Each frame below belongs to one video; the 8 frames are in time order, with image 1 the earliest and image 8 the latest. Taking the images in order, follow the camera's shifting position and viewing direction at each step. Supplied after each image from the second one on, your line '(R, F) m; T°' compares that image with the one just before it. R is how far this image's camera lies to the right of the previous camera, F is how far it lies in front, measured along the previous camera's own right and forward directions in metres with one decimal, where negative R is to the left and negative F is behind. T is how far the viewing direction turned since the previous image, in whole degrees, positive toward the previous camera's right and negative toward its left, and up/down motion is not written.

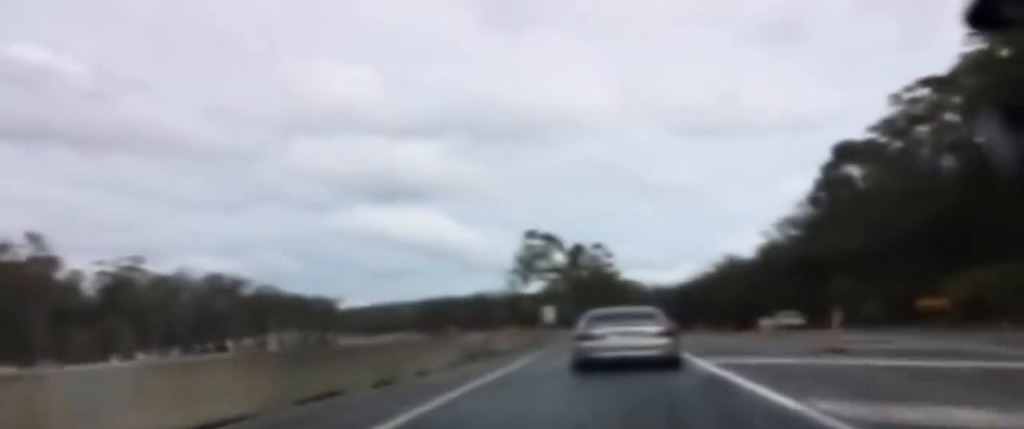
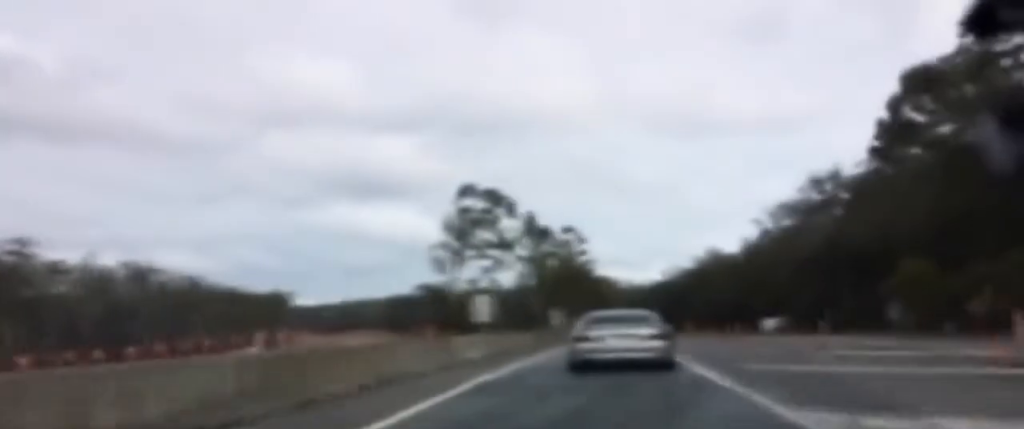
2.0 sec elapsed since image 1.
(+1.3, +30.8) m; +6°
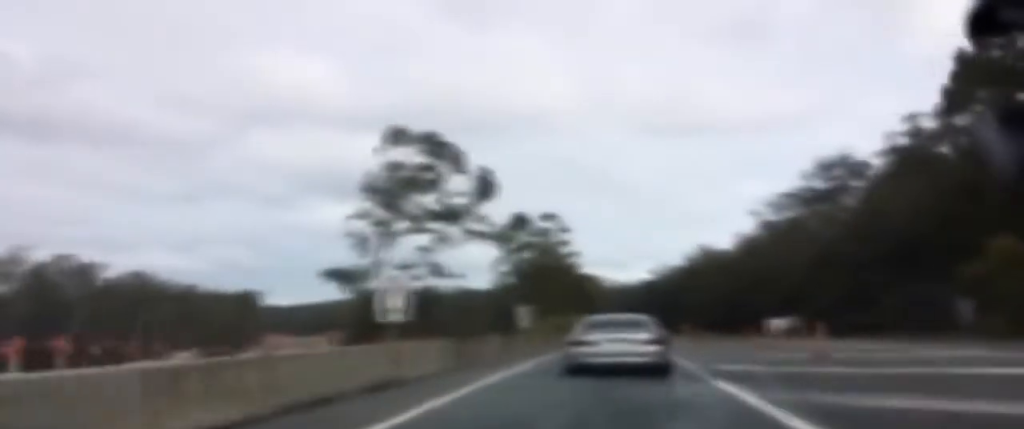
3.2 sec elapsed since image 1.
(+0.9, +18.1) m; 0°
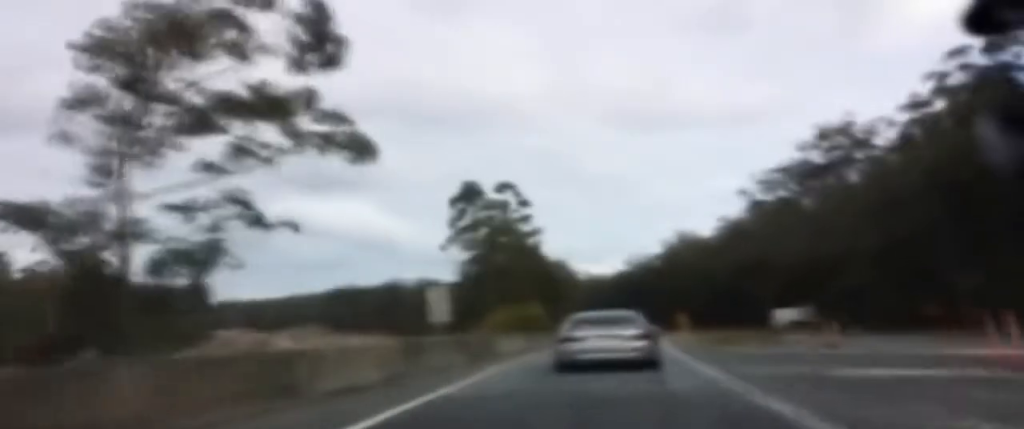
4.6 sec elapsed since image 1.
(-1.1, +22.4) m; -1°
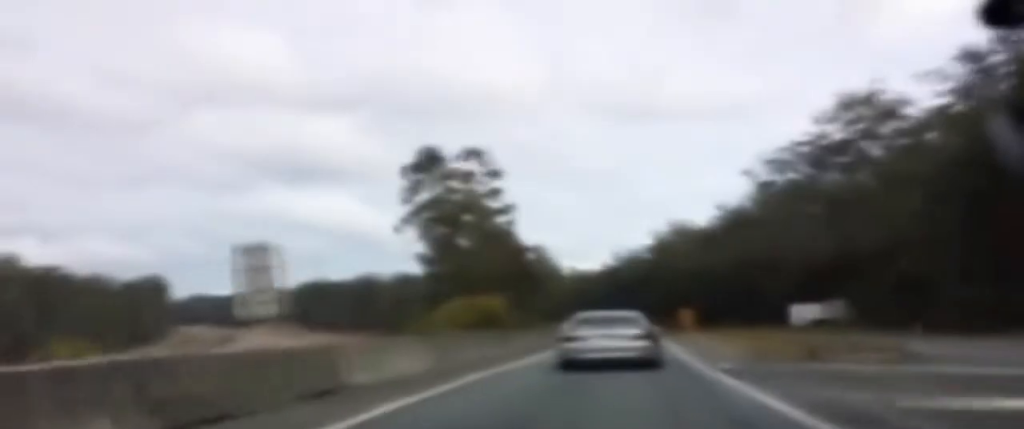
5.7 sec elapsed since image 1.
(+0.3, +15.8) m; +2°
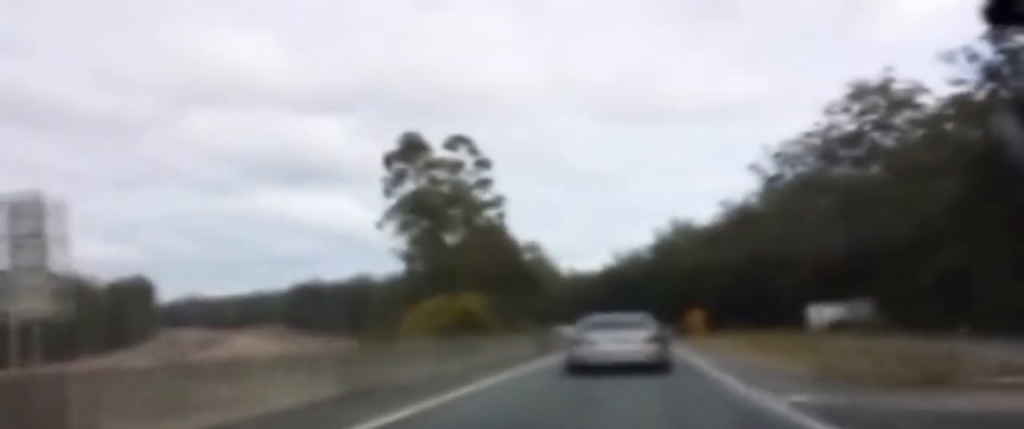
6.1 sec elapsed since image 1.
(-0.2, +6.7) m; +1°
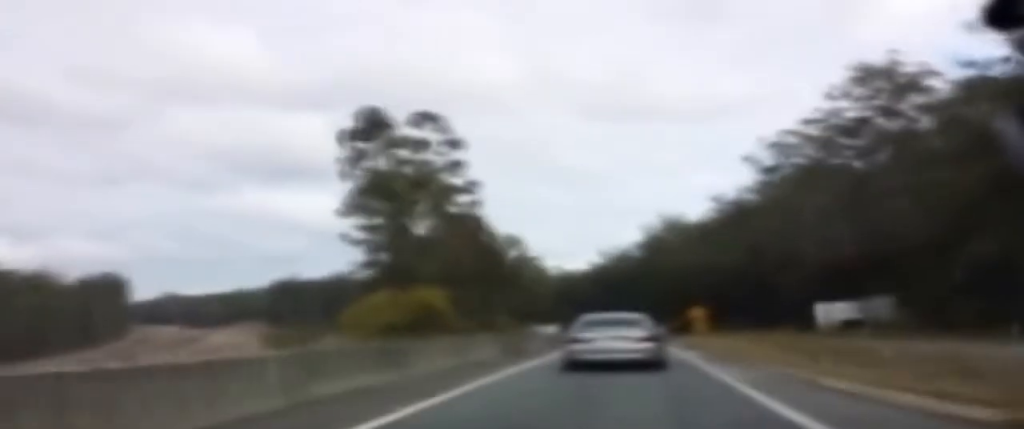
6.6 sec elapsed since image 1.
(+0.3, +7.9) m; +1°
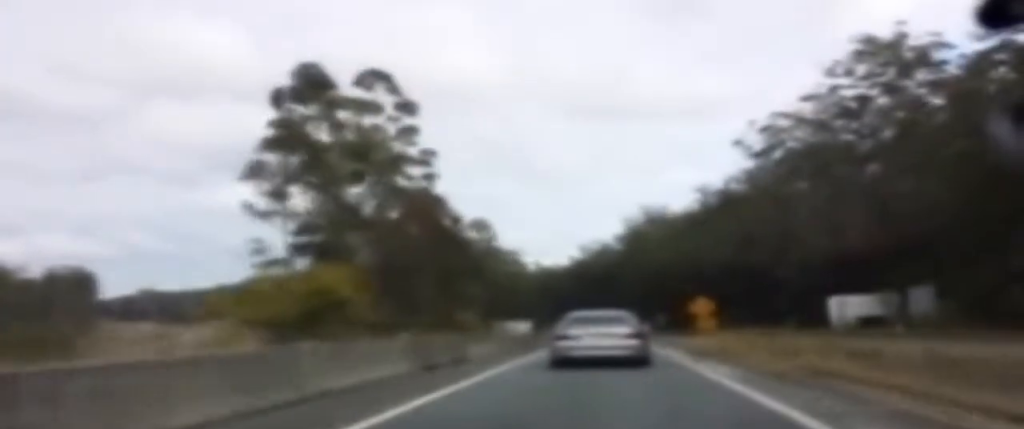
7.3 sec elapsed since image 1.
(+0.4, +11.7) m; 0°
